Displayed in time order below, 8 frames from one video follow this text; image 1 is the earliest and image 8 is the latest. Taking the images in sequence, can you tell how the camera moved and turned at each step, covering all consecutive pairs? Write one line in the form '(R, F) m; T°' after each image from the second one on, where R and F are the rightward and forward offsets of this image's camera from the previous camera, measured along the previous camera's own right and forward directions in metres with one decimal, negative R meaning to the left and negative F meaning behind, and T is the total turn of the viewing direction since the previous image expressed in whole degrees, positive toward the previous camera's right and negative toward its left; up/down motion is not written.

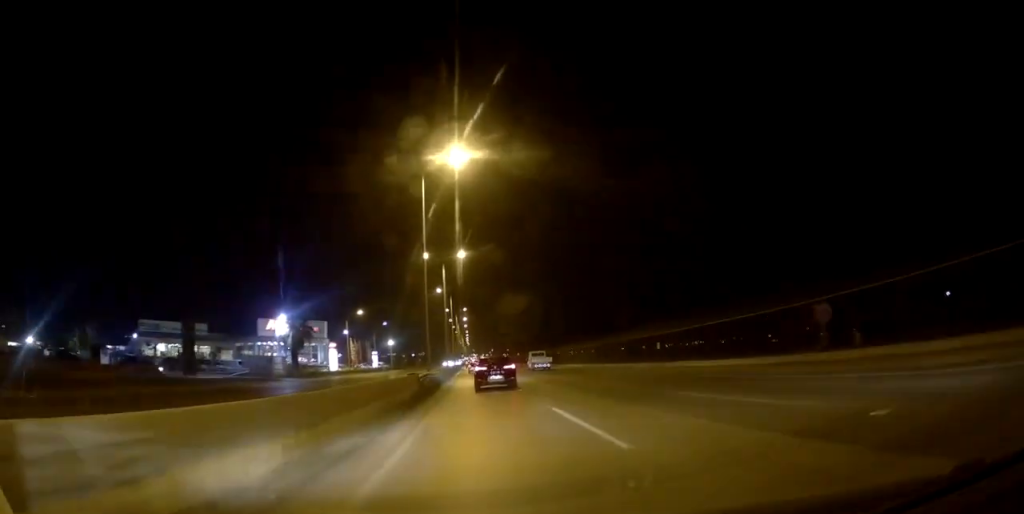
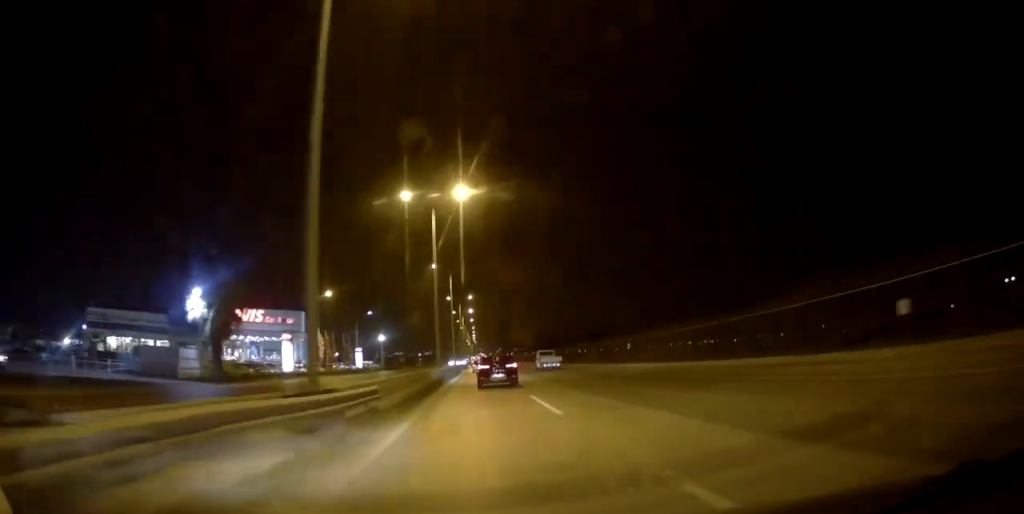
(+0.3, +24.7) m; 0°
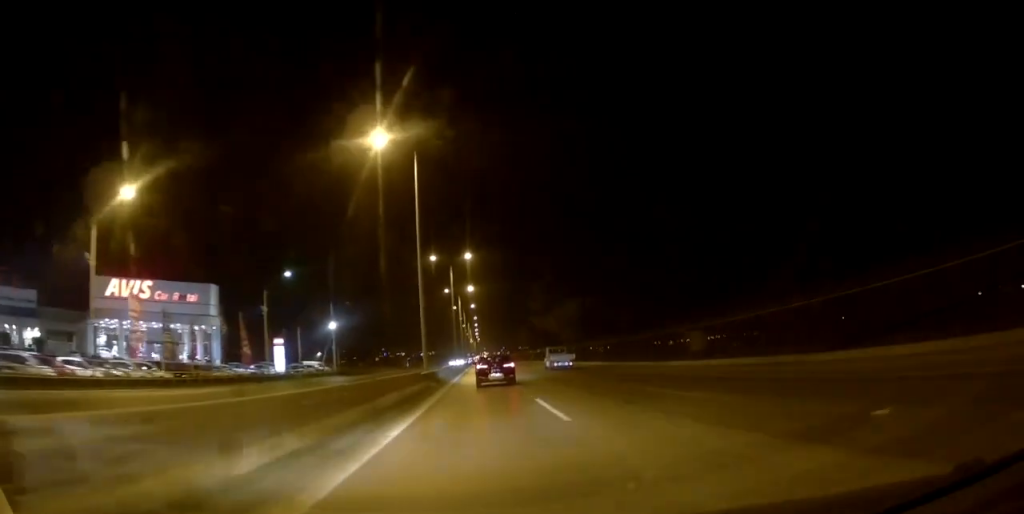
(-0.8, +45.1) m; -1°
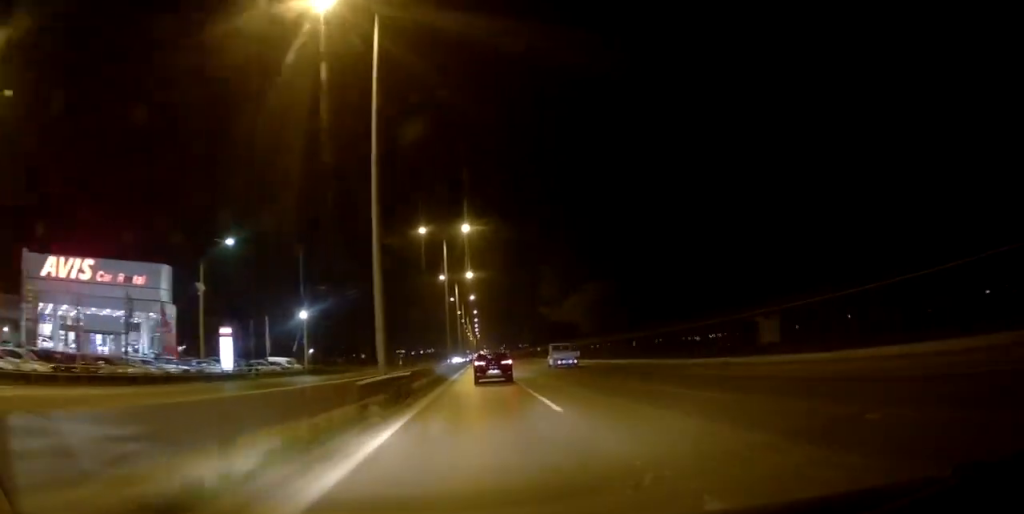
(-0.3, +13.9) m; 0°
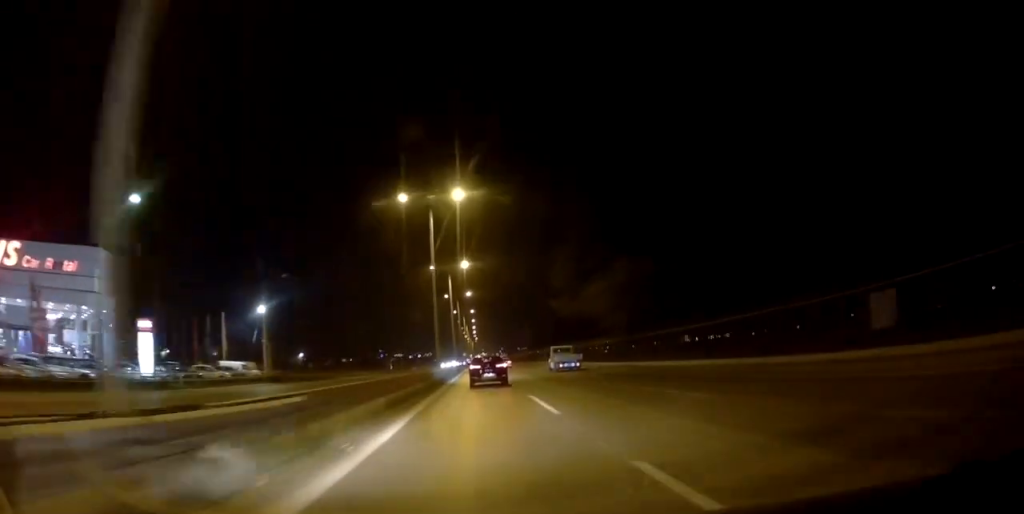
(+0.3, +13.0) m; 0°
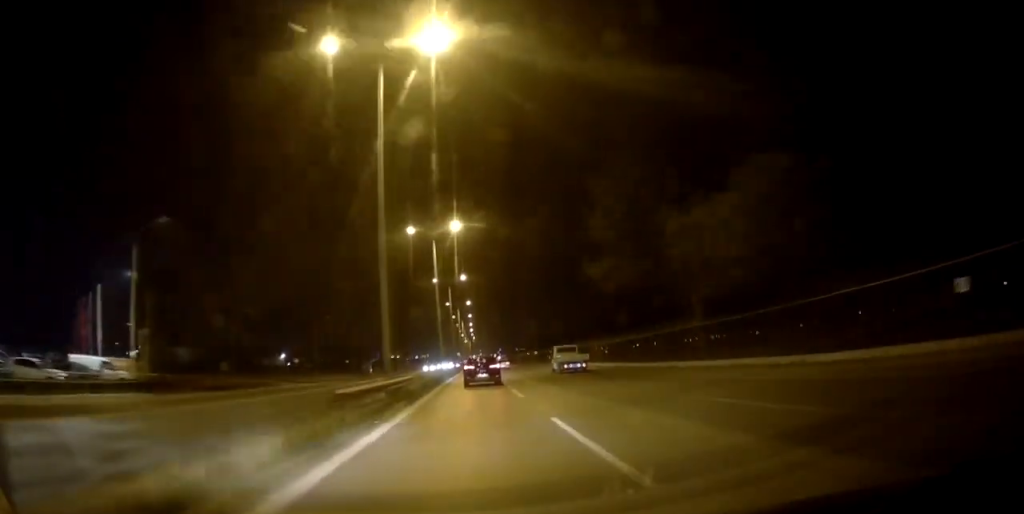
(+0.2, +22.7) m; 0°
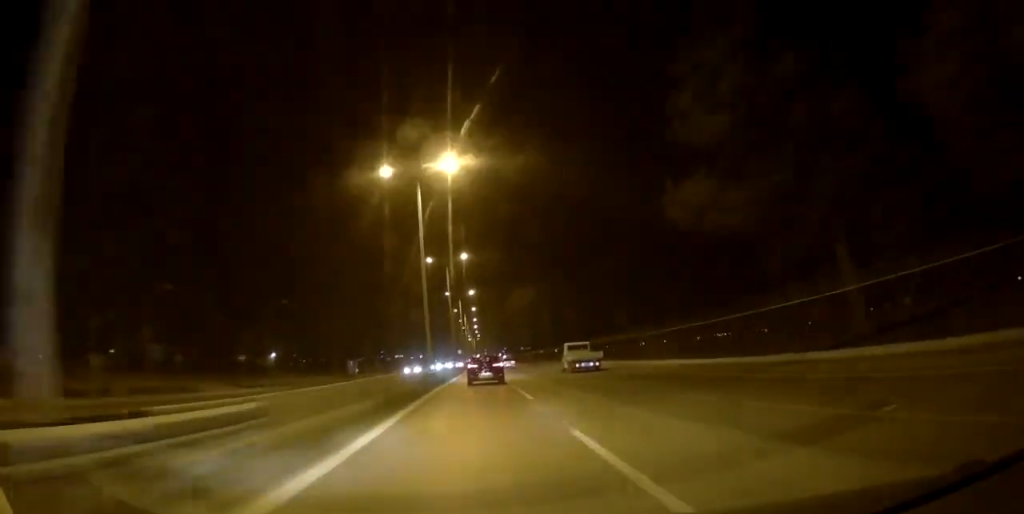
(-0.2, +16.7) m; 0°
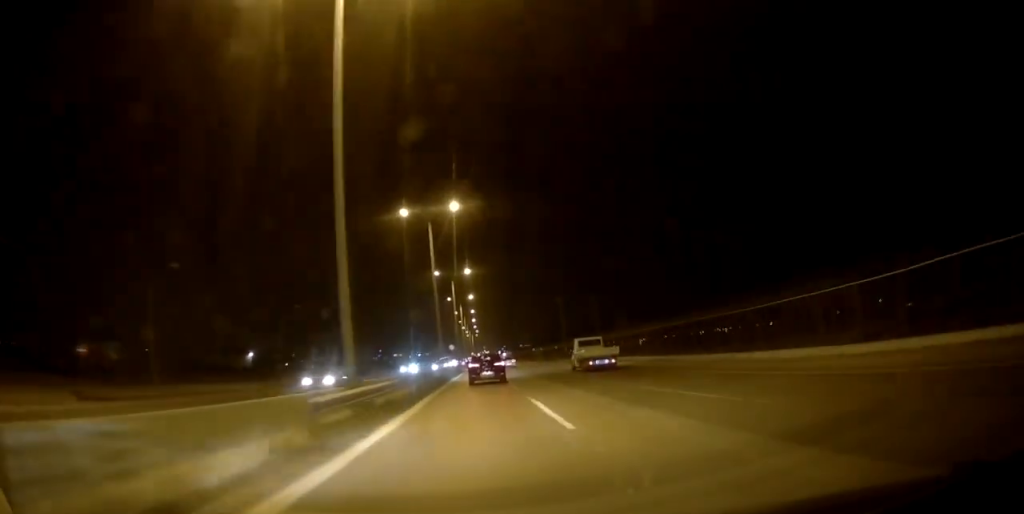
(+0.2, +21.9) m; 0°
